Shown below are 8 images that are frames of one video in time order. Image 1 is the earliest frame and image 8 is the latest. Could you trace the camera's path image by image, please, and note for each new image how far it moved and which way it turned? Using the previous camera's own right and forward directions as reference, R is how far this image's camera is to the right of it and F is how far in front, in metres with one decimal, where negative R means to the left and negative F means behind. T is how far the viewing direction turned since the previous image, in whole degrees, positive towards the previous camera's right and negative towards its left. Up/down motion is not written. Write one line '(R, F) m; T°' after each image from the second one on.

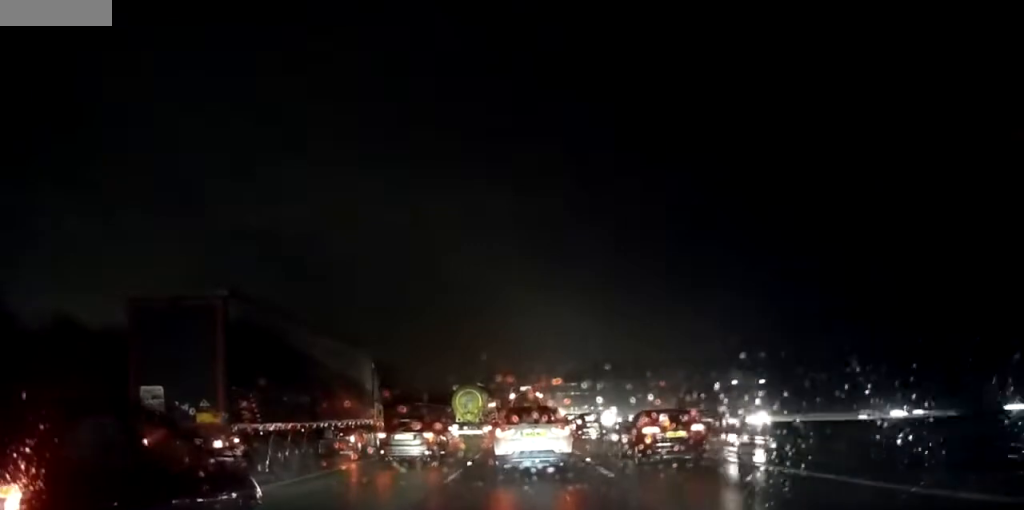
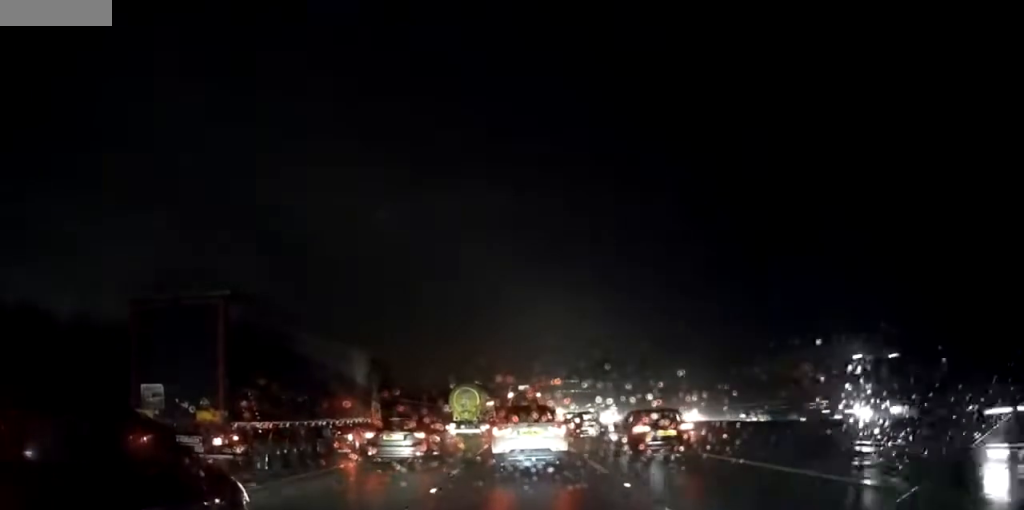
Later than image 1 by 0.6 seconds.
(0.0, +7.8) m; 0°
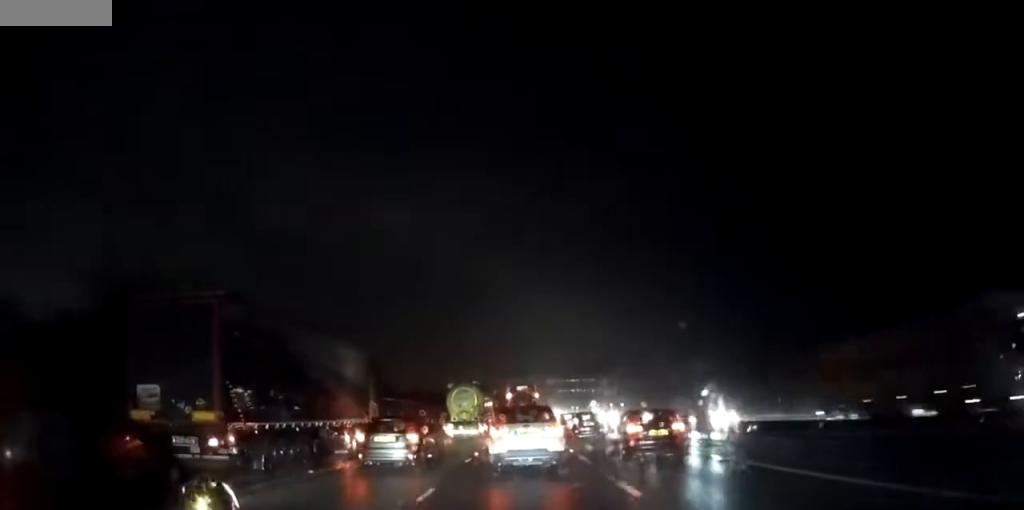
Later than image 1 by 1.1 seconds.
(0.0, +5.4) m; 0°
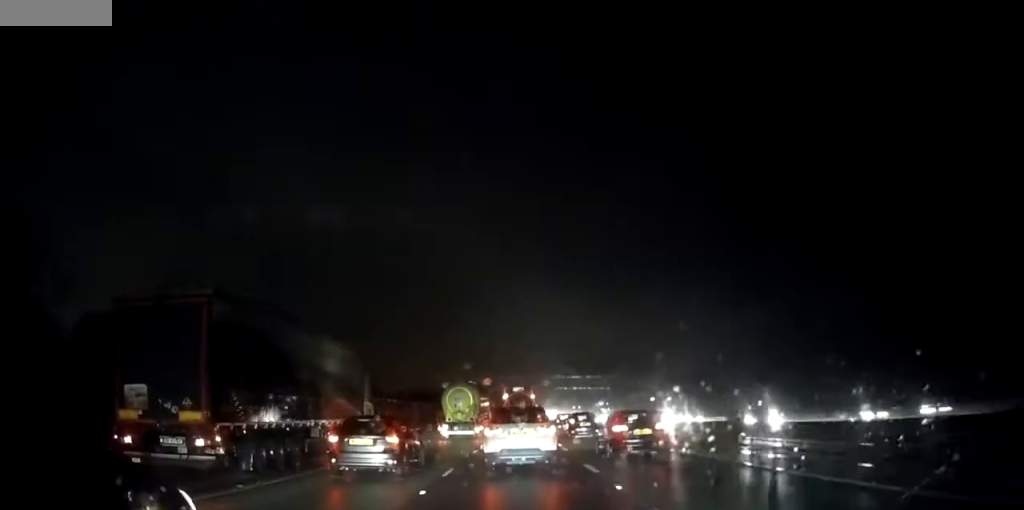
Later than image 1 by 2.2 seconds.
(-0.1, +13.7) m; 0°
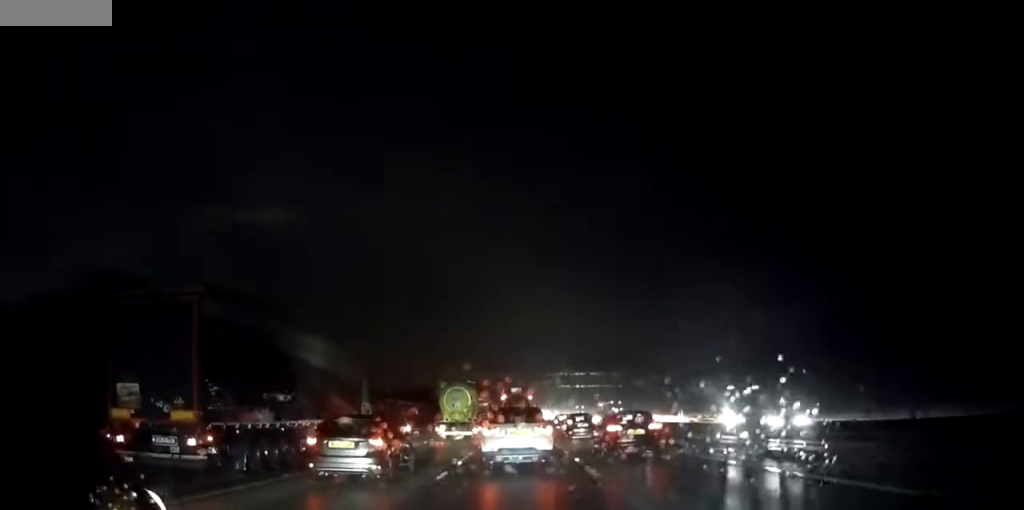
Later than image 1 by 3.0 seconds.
(0.0, +10.3) m; 0°
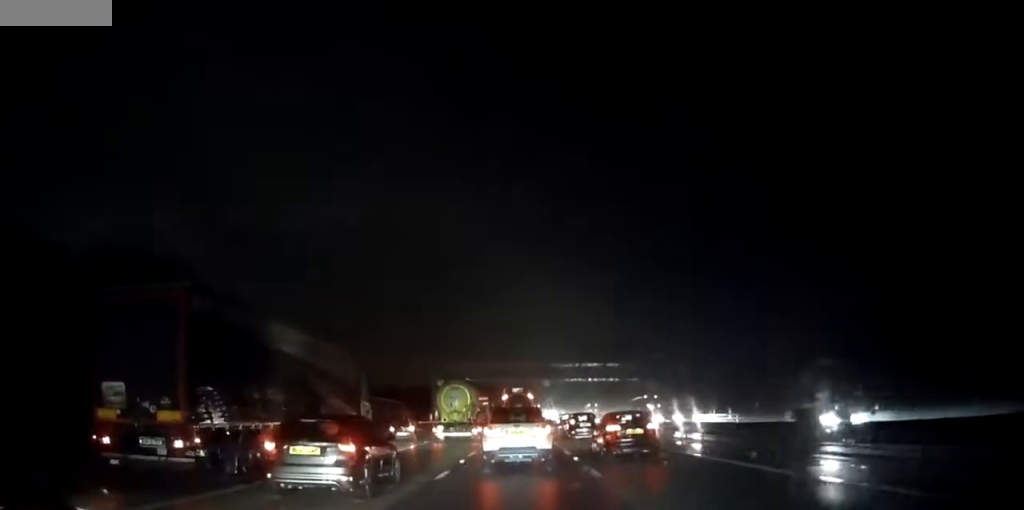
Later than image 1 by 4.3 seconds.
(0.0, +17.9) m; 0°
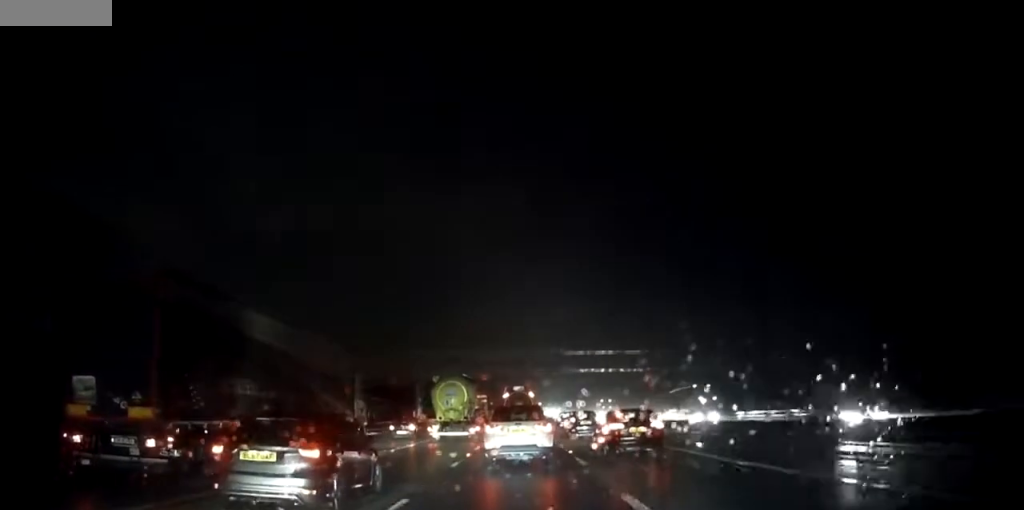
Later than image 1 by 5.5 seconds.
(0.0, +15.8) m; 0°
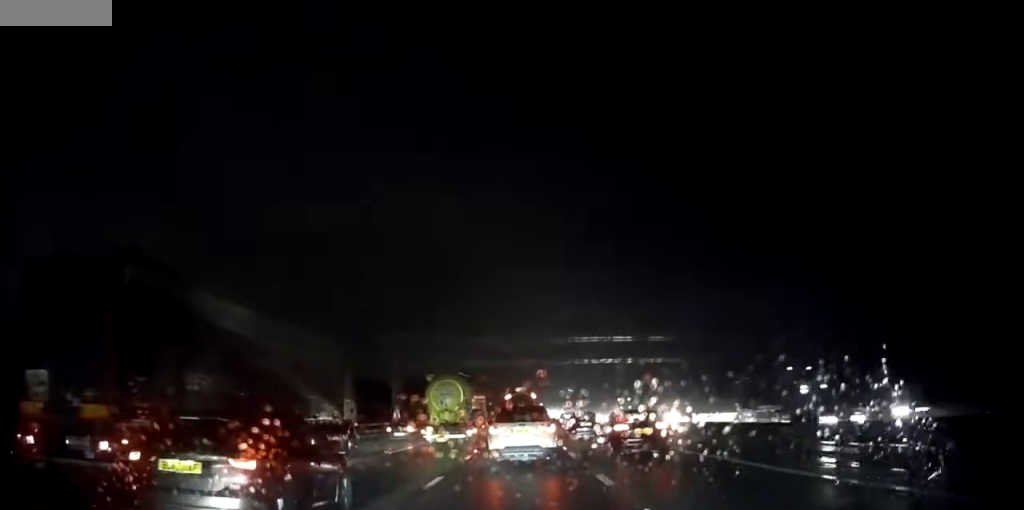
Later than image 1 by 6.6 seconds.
(0.0, +14.8) m; 0°
